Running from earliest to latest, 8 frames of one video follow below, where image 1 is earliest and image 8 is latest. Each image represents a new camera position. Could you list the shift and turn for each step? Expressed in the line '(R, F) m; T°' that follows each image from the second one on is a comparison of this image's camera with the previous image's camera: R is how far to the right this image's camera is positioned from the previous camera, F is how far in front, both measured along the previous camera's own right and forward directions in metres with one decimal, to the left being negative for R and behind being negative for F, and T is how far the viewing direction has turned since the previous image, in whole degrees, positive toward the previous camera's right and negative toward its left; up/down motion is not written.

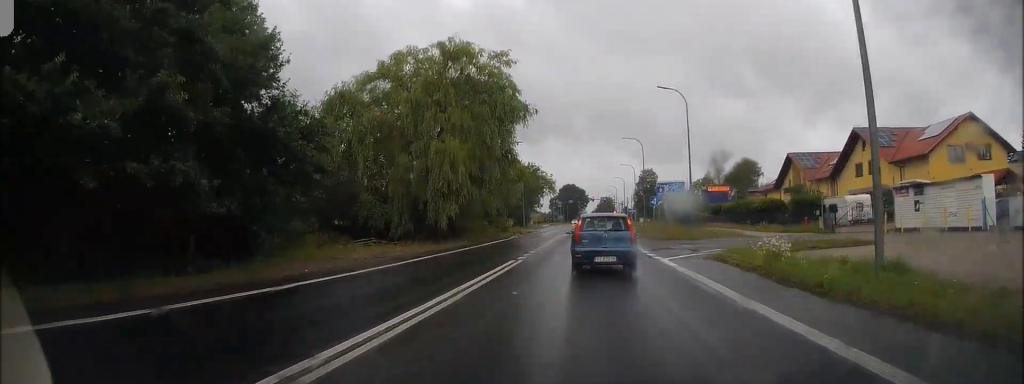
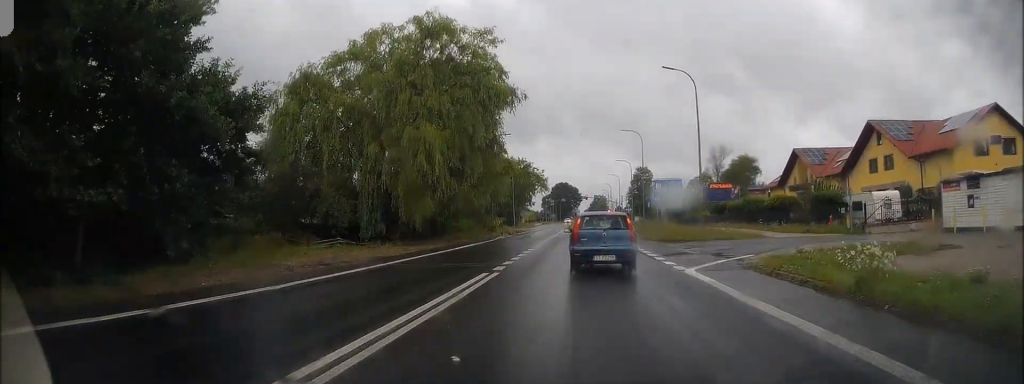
(0.0, +5.1) m; +1°
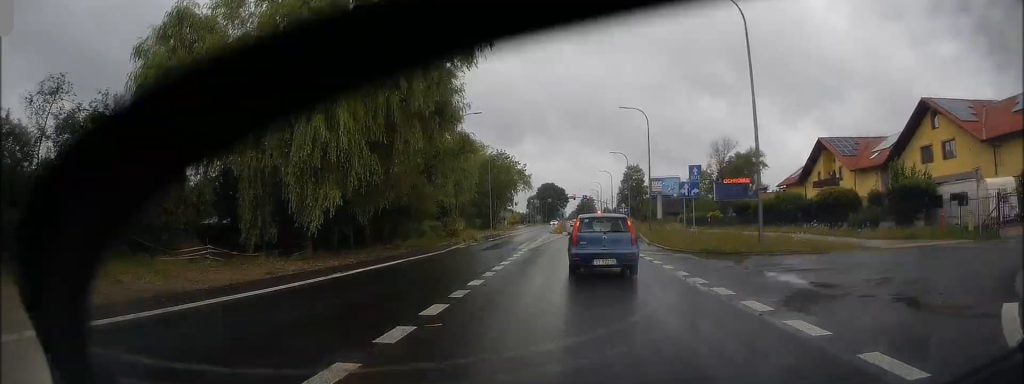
(0.0, +12.7) m; +2°
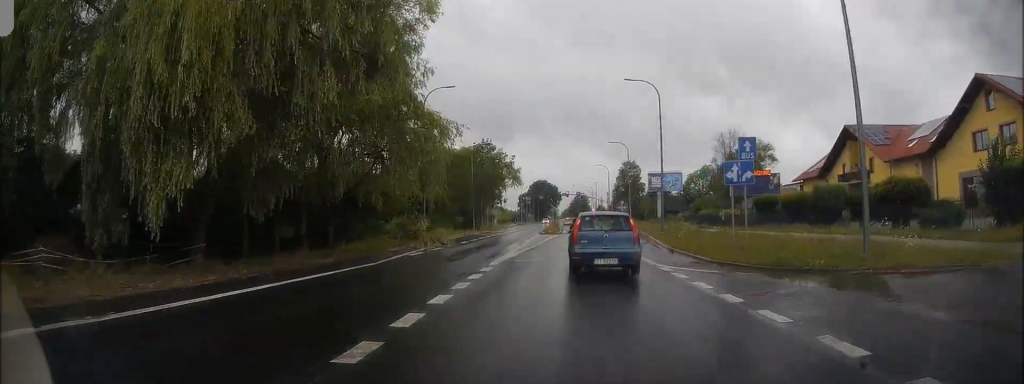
(+0.3, +8.8) m; 0°
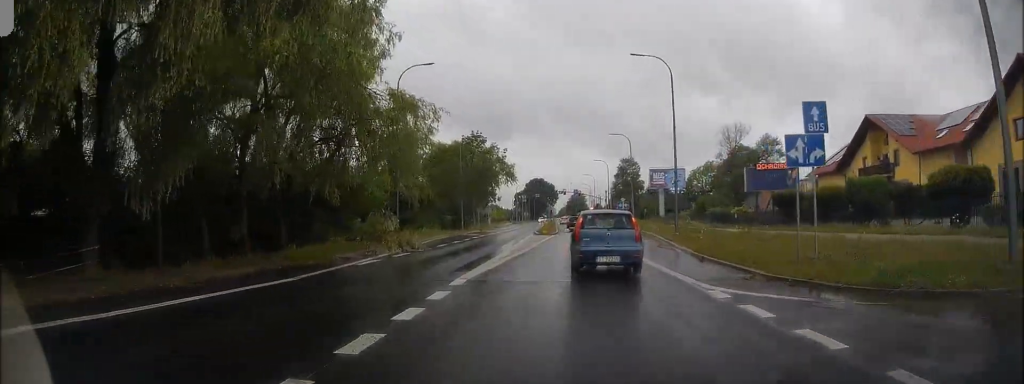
(-0.1, +5.6) m; -1°
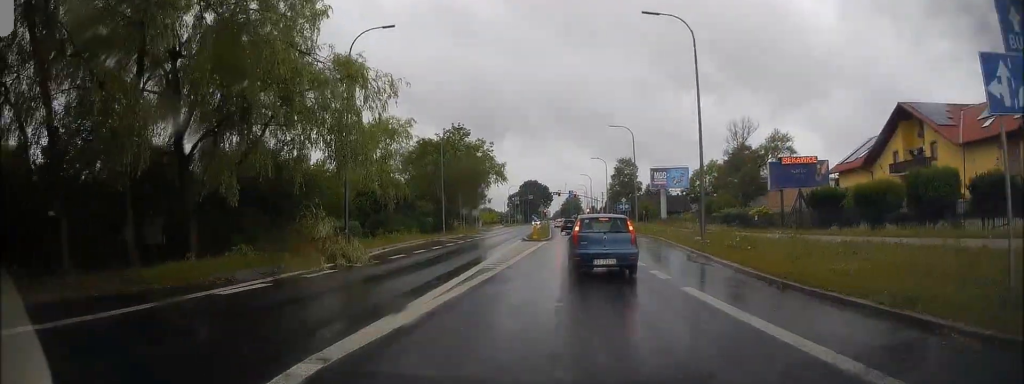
(-0.1, +7.3) m; 0°
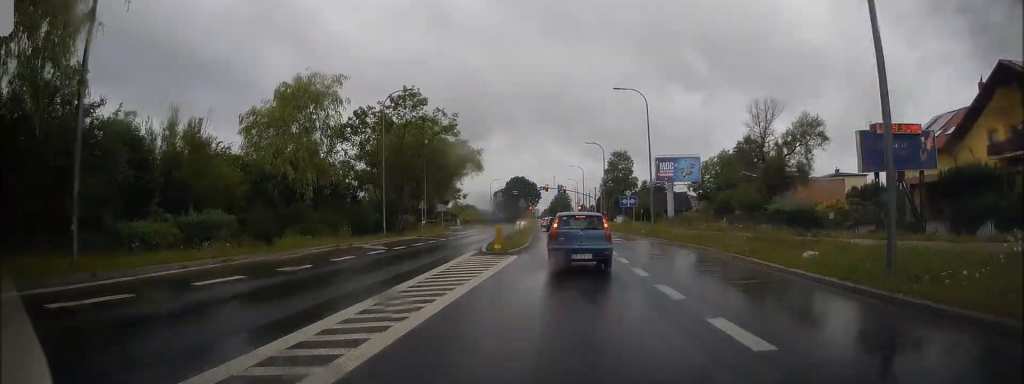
(+0.3, +15.6) m; +1°
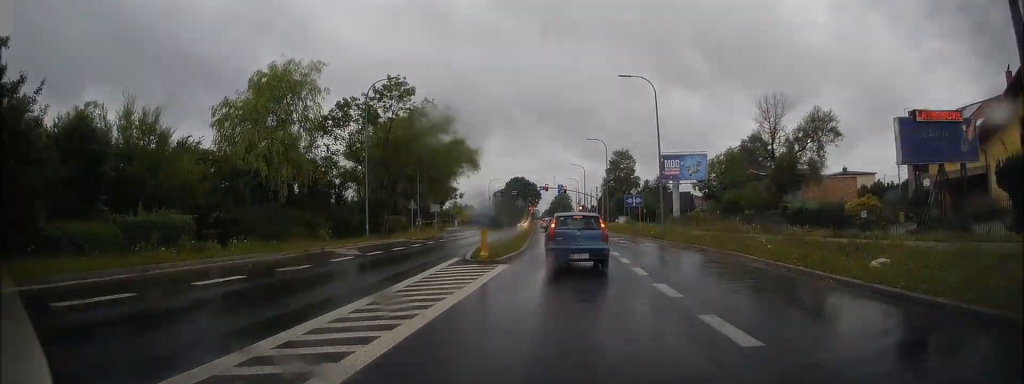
(+0.1, +3.7) m; -1°
